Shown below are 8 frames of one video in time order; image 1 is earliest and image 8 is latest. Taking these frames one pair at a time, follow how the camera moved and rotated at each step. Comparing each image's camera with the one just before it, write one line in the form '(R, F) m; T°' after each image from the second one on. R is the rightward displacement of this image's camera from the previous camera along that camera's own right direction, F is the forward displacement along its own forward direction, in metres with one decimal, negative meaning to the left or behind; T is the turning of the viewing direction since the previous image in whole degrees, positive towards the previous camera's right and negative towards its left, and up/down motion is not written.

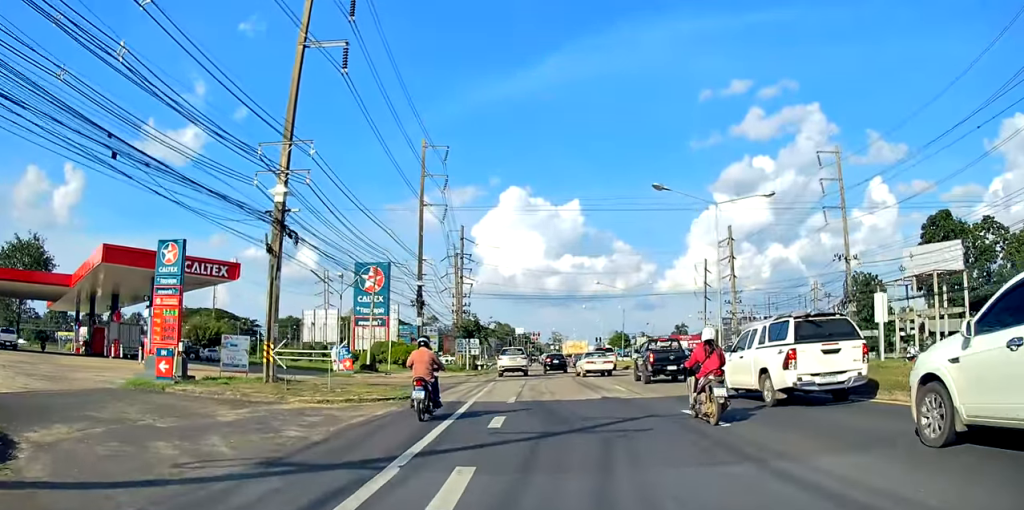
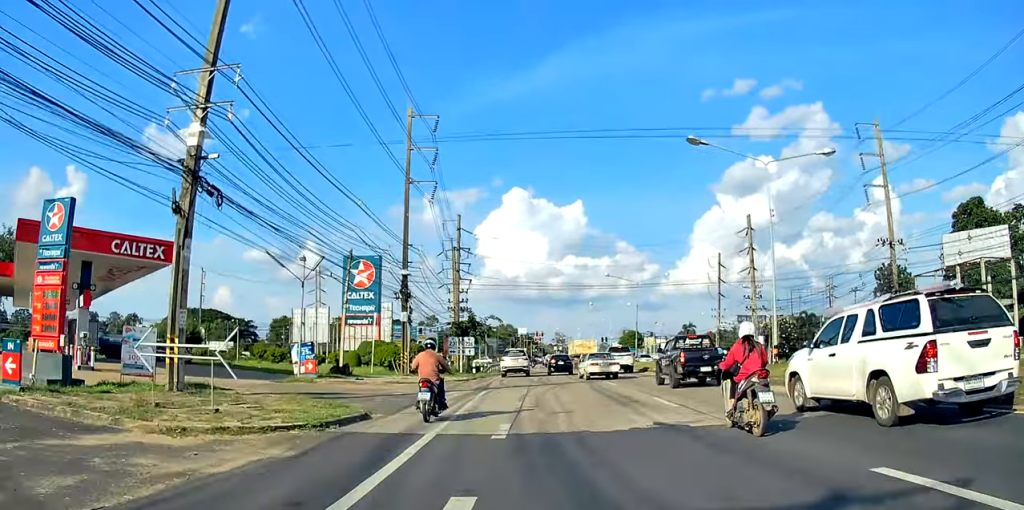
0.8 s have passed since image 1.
(-0.2, +7.8) m; +1°
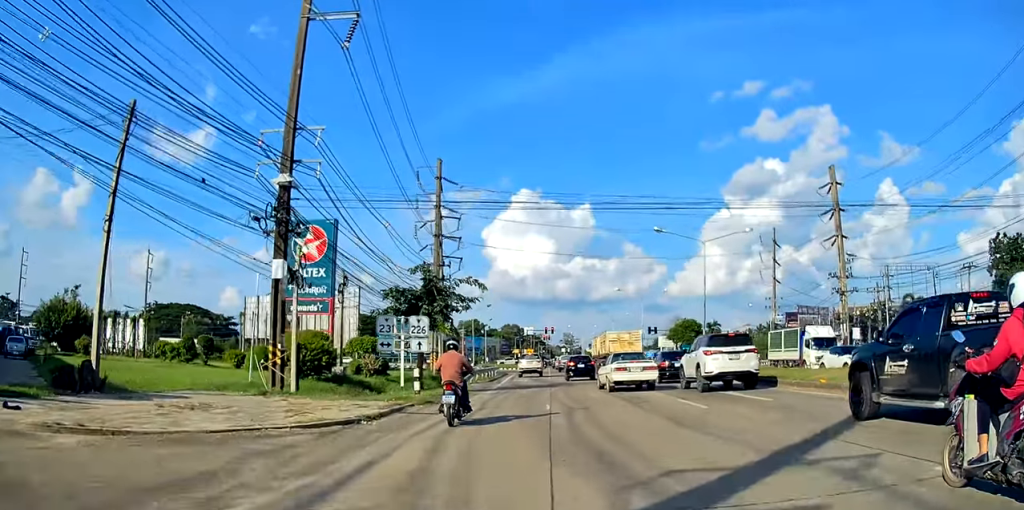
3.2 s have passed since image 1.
(-0.1, +23.2) m; -2°
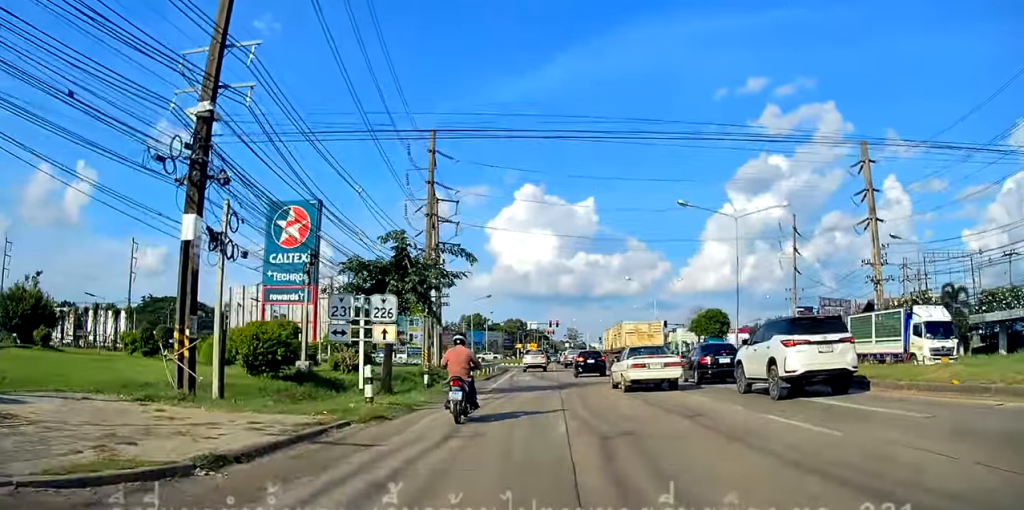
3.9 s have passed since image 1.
(+0.2, +6.2) m; +1°
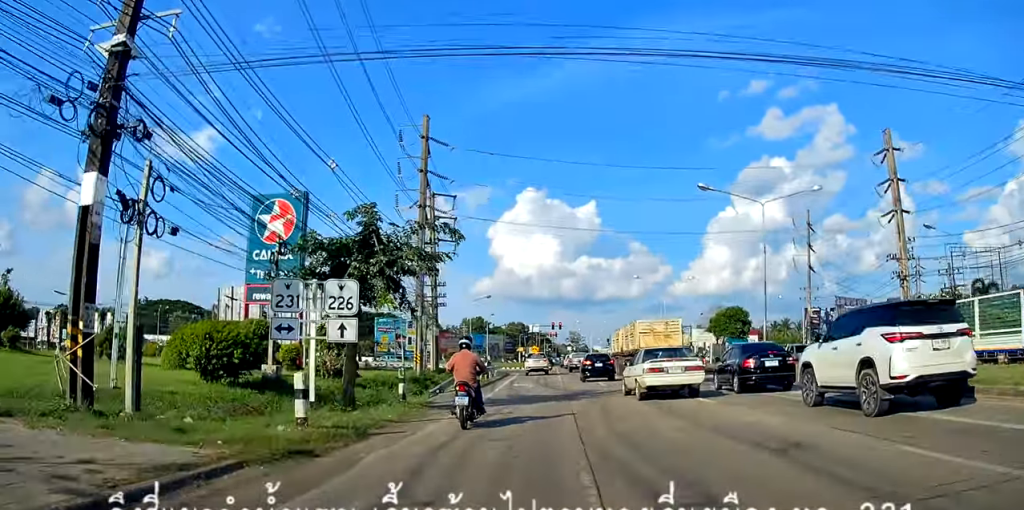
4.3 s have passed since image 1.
(0.0, +4.3) m; +1°
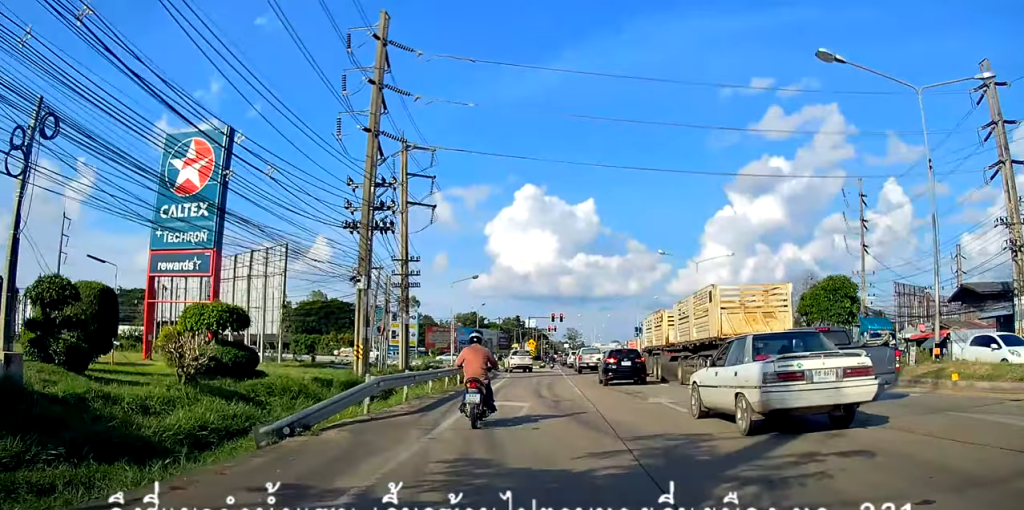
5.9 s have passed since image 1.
(+0.1, +14.7) m; -1°
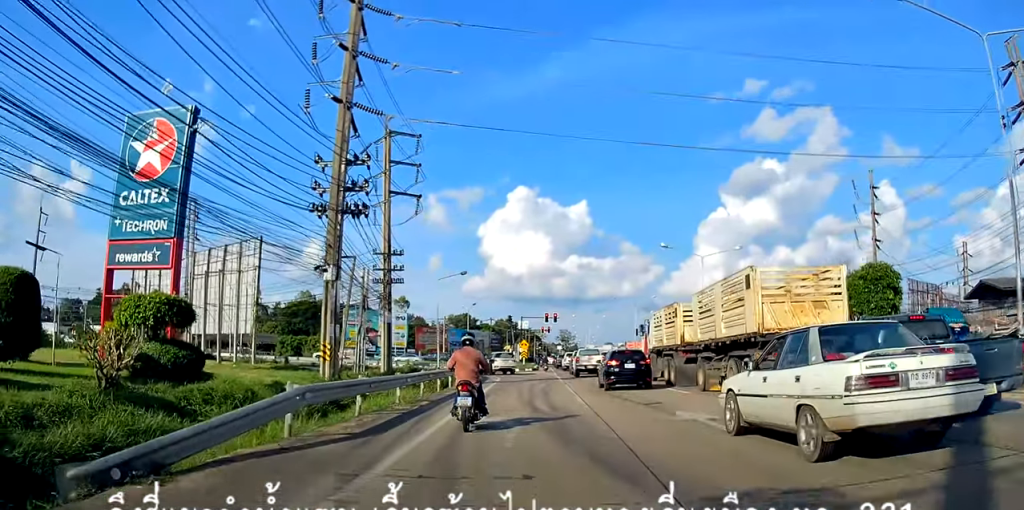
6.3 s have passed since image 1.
(0.0, +4.0) m; 0°
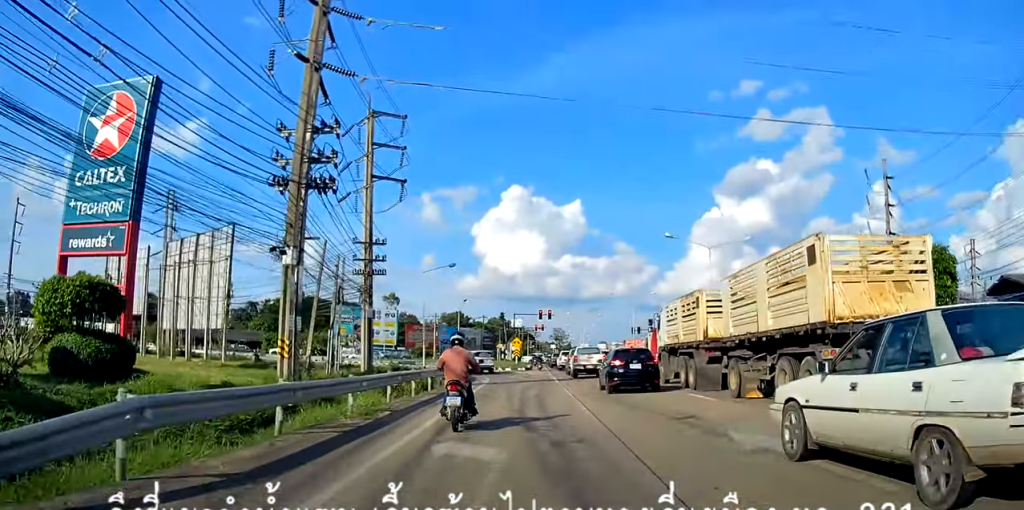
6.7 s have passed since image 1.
(-0.2, +4.0) m; +1°
